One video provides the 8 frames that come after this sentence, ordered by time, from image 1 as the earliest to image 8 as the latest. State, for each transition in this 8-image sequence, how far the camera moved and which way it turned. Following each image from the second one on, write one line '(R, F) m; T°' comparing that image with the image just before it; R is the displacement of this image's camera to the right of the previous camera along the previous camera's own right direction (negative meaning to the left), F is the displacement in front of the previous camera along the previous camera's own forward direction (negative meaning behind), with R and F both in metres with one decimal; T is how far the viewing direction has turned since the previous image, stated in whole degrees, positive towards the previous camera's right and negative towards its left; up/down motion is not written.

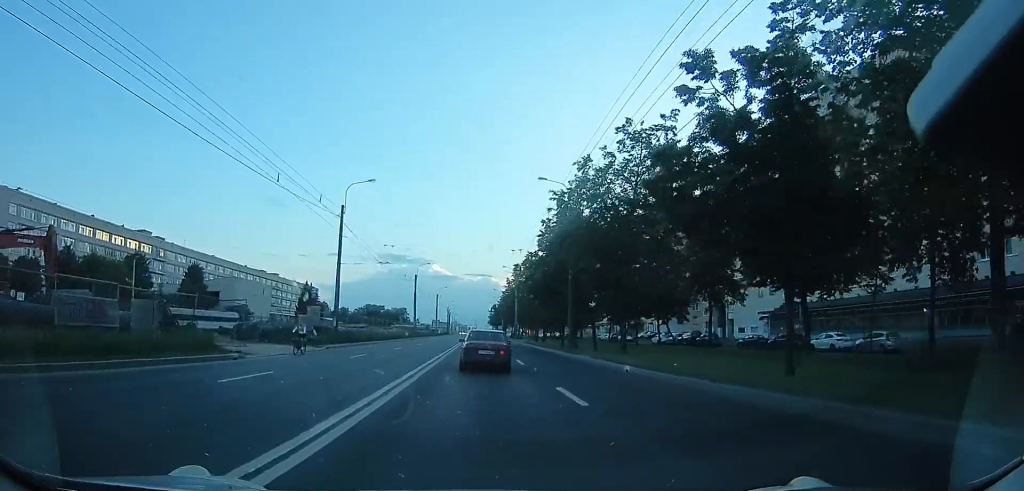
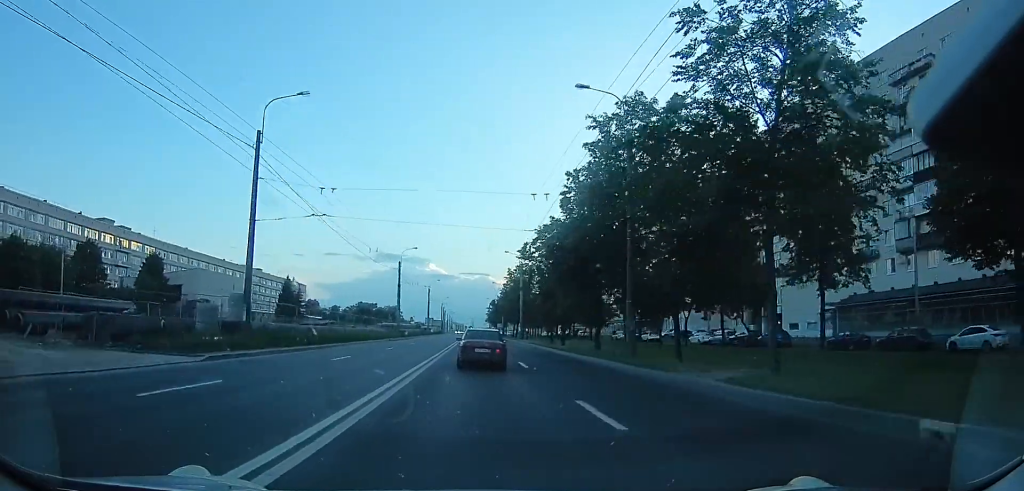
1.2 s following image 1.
(0.0, +15.2) m; 0°
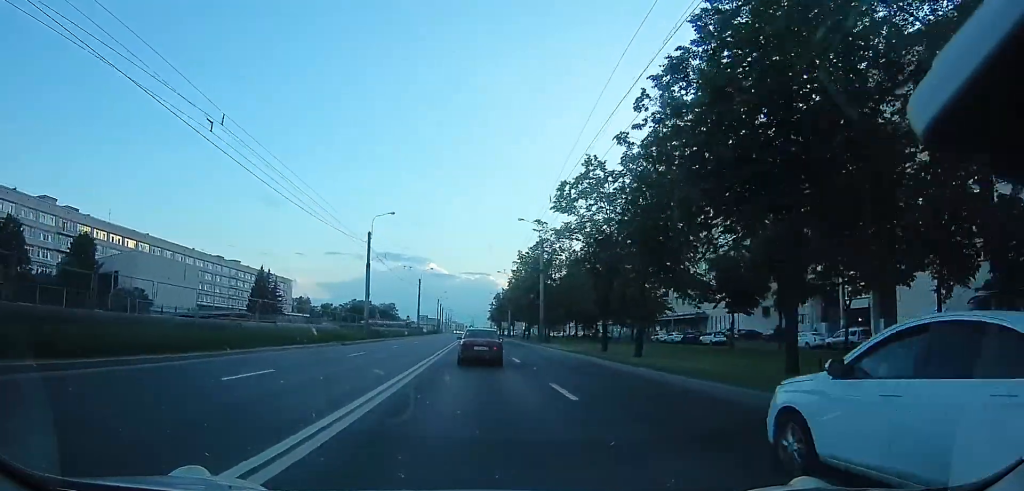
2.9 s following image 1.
(0.0, +21.6) m; 0°
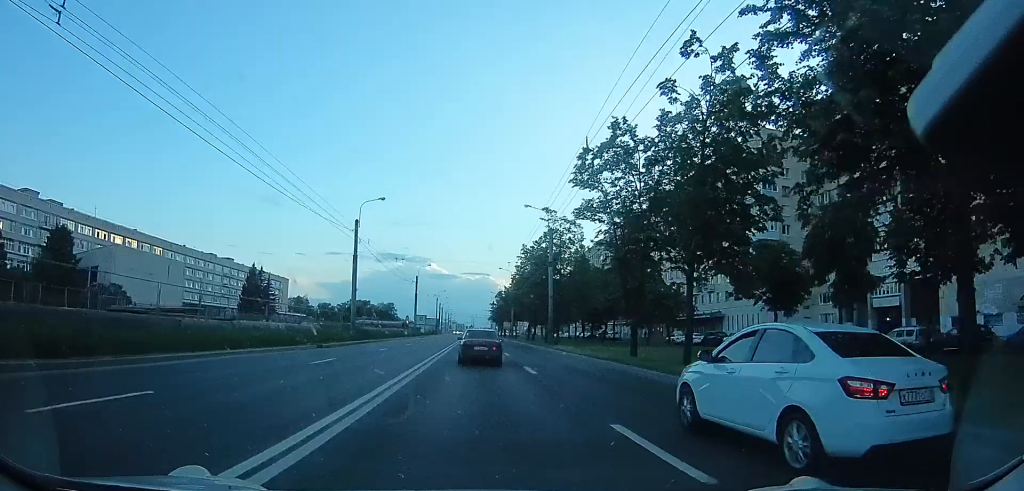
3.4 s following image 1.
(0.0, +5.9) m; 0°
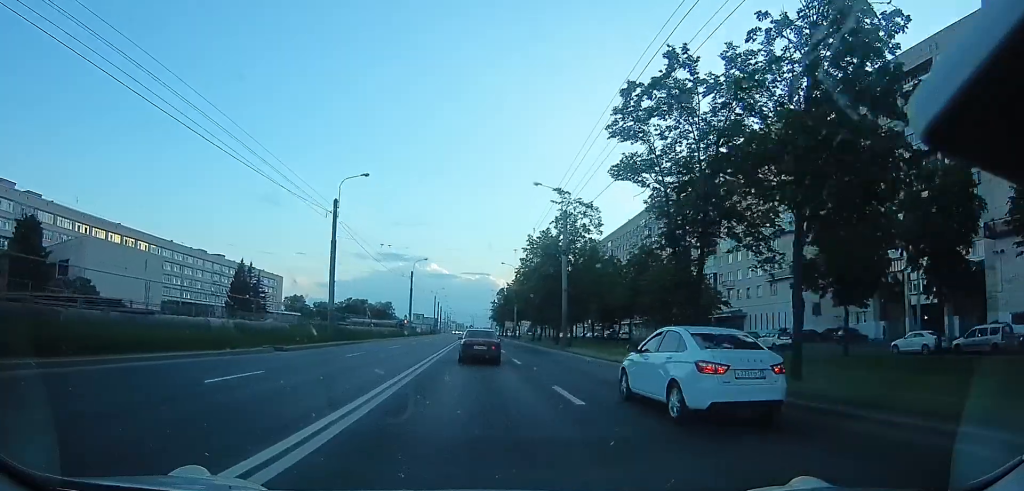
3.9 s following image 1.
(0.0, +7.2) m; 0°
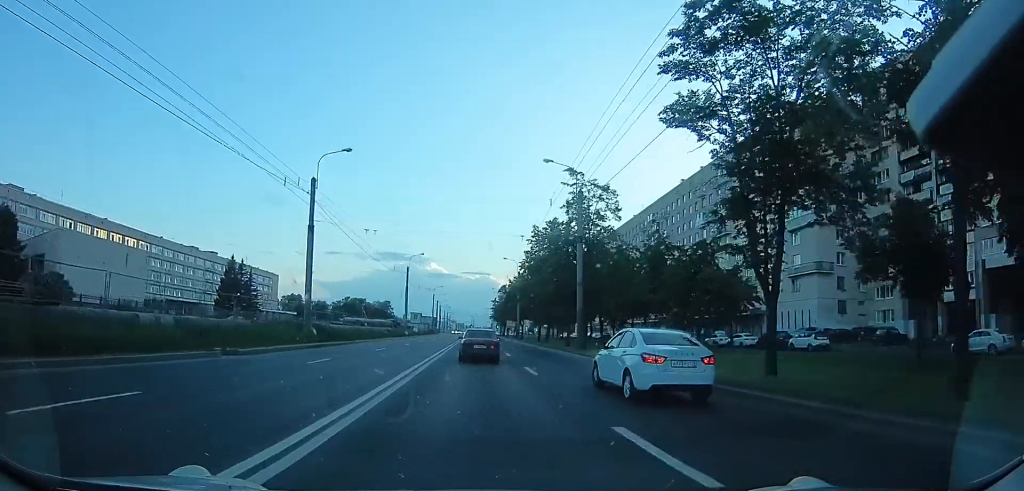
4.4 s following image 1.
(0.0, +5.5) m; 0°
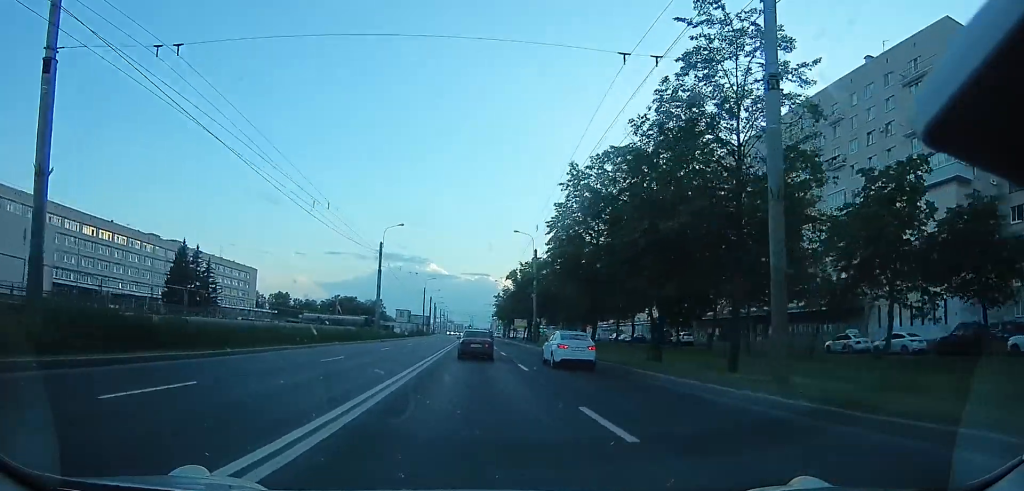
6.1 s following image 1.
(0.0, +22.1) m; 0°
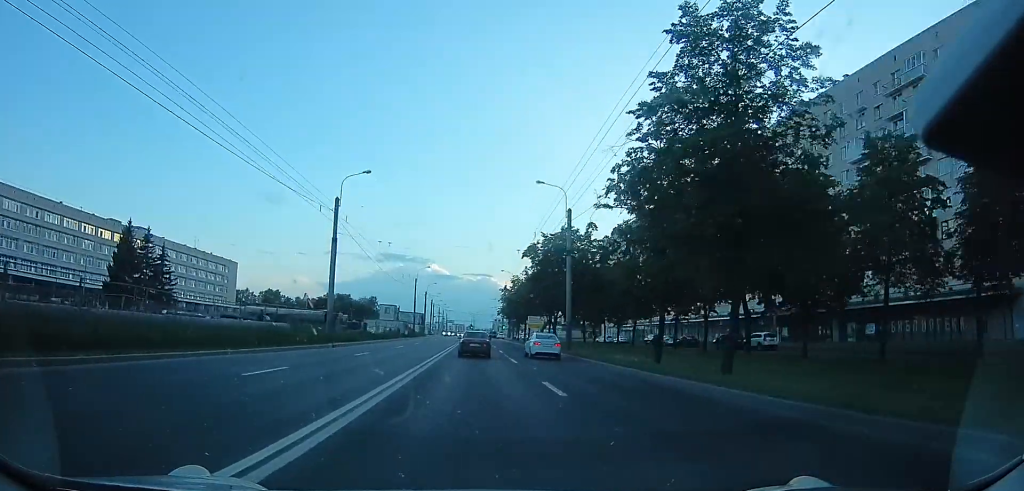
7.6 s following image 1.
(0.0, +18.5) m; 0°
